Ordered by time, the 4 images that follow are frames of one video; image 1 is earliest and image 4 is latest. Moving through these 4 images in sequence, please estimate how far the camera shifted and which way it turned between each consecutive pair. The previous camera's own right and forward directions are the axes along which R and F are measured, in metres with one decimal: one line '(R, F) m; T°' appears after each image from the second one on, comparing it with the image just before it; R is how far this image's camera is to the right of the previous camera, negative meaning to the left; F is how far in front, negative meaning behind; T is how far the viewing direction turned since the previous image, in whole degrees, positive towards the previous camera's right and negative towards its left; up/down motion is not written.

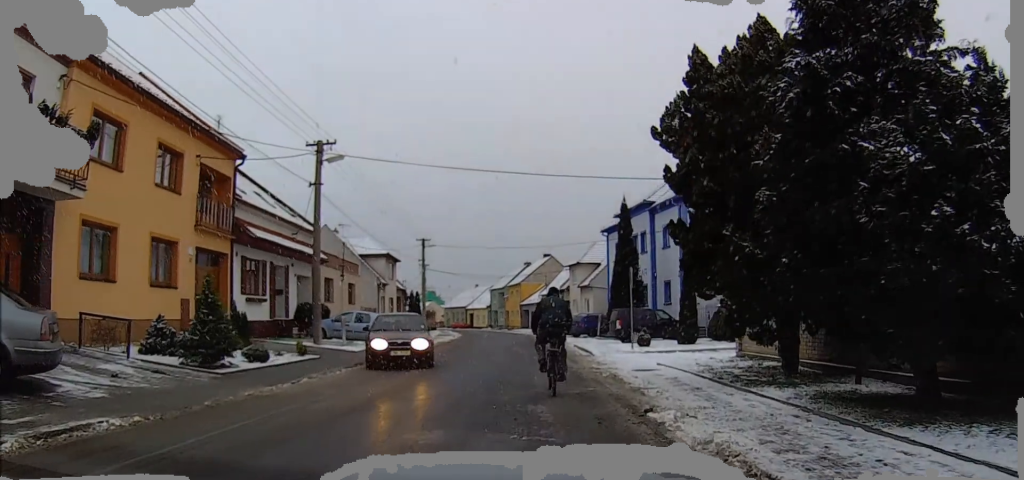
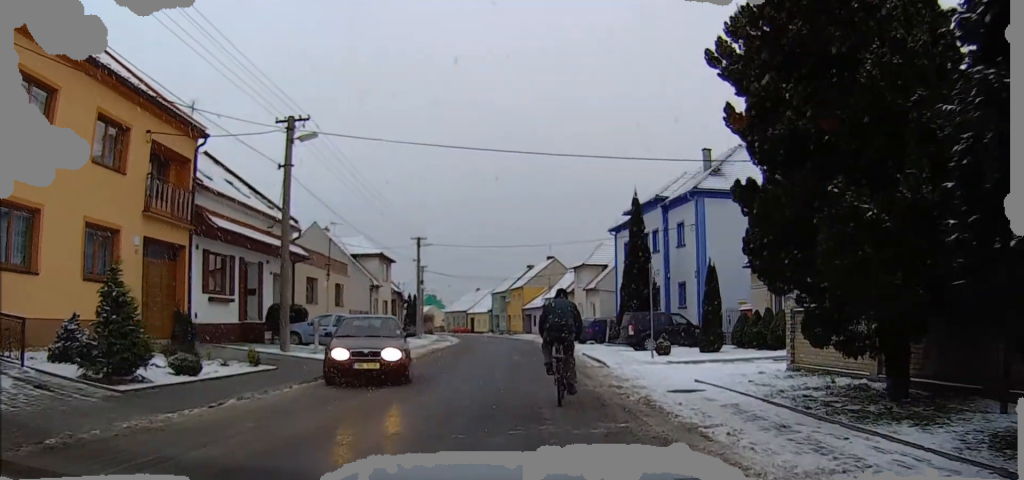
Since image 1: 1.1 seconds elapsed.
(-0.6, +3.6) m; +1°
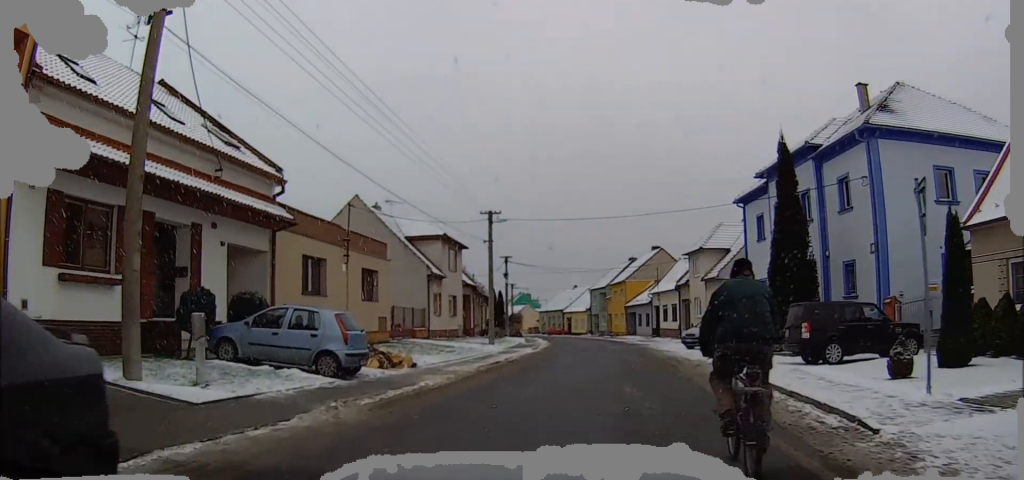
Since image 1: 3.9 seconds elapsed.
(+1.1, +12.5) m; -8°
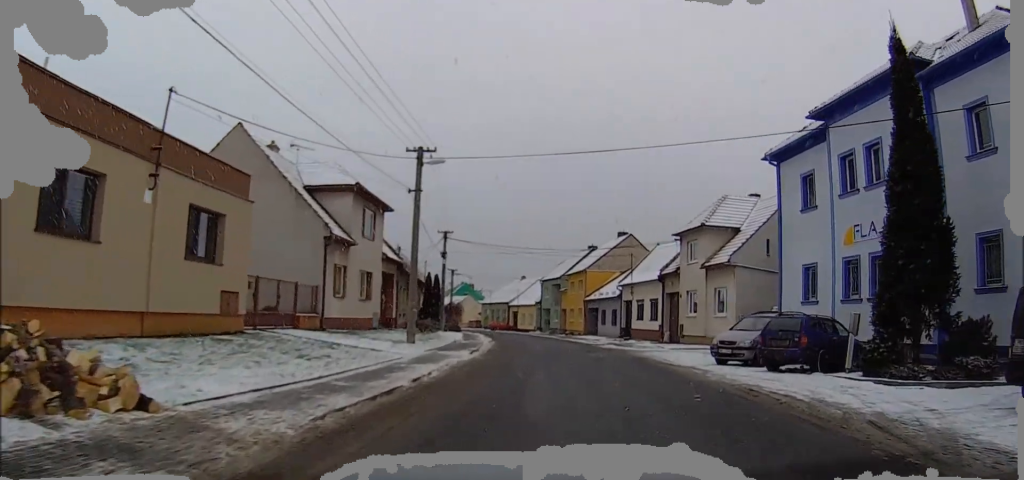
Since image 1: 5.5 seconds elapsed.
(+0.4, +13.2) m; +7°
